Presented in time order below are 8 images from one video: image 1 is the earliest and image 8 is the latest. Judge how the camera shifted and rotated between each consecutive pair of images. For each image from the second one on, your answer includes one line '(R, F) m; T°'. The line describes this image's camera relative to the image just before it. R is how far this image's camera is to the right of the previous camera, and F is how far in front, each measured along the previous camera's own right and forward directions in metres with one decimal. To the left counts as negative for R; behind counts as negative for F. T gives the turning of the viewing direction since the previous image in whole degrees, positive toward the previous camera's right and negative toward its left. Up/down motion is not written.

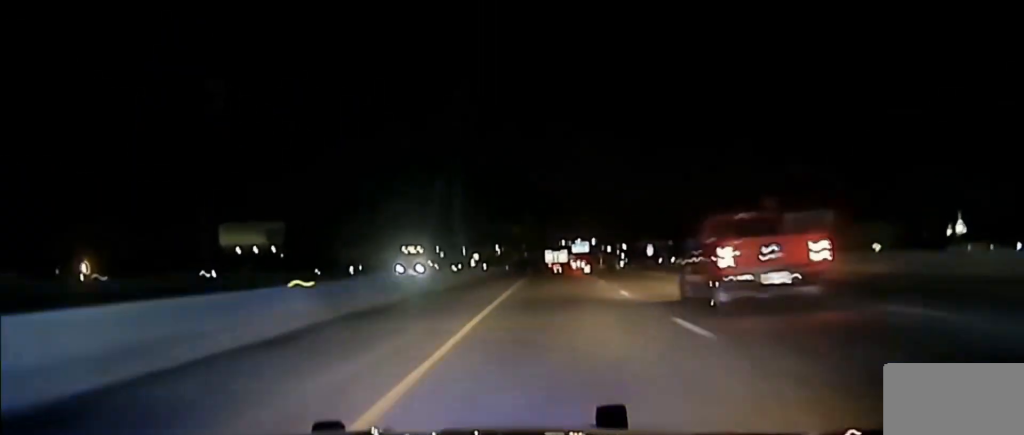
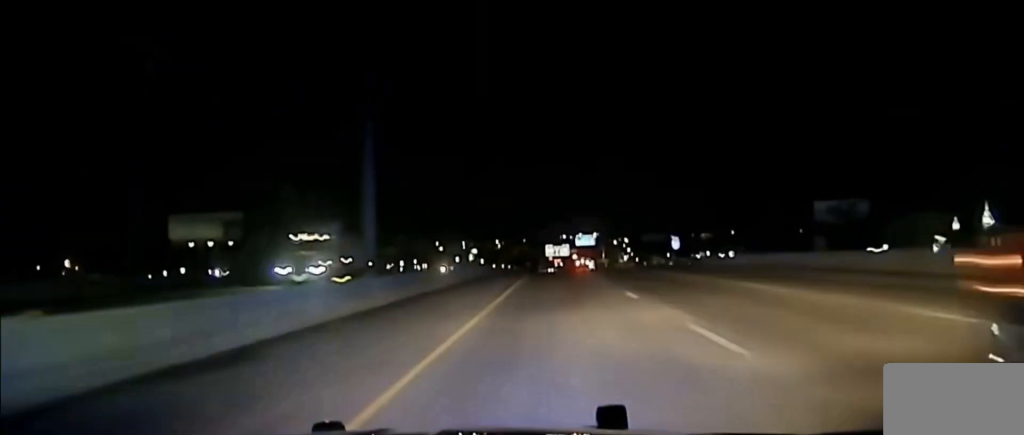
(0.0, +26.4) m; 0°
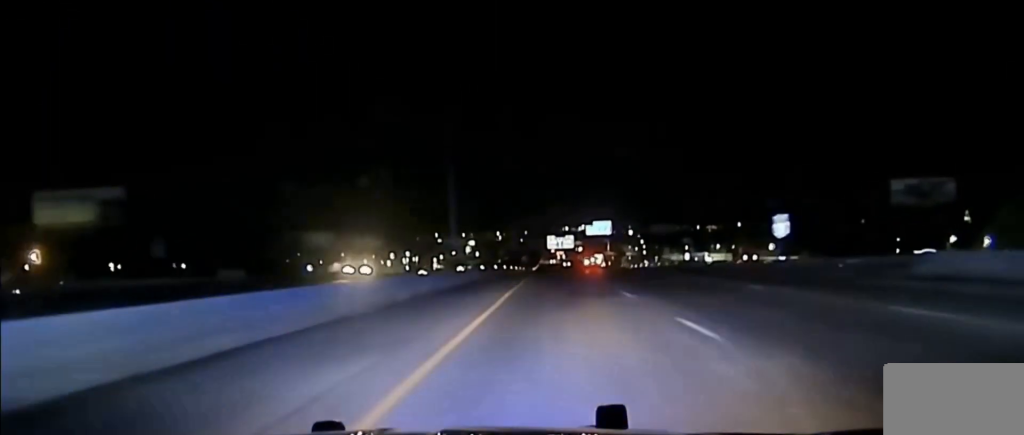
(0.0, +44.9) m; 0°
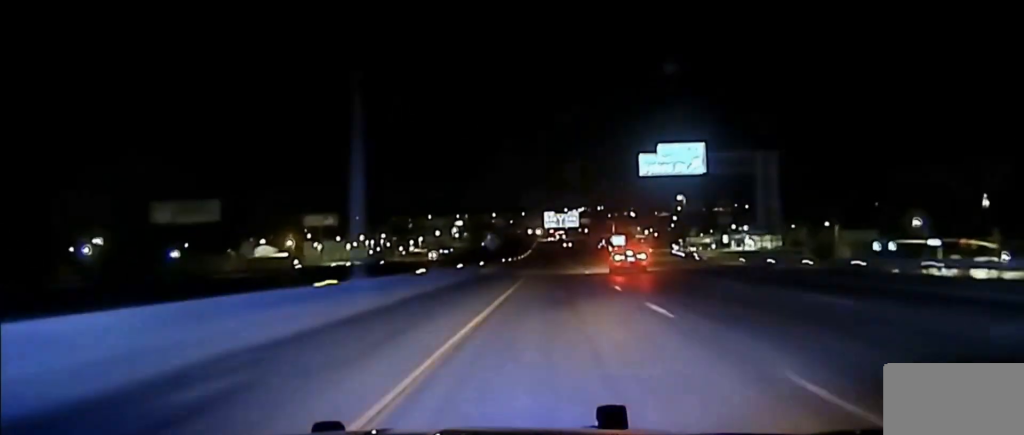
(-0.7, +86.2) m; 0°
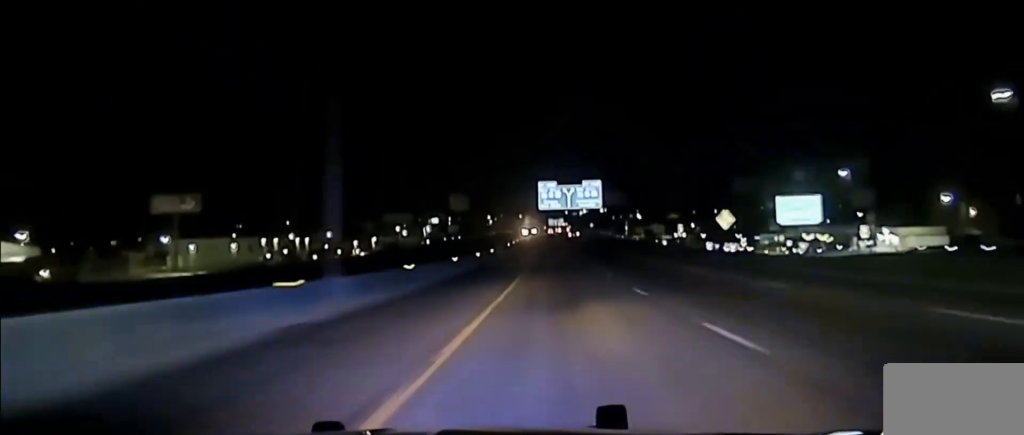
(+0.8, +140.8) m; 0°
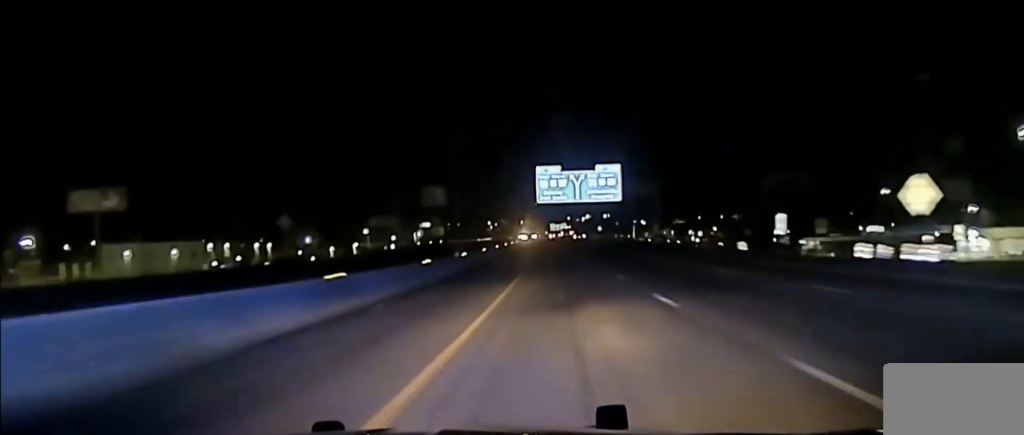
(0.0, +48.5) m; 0°
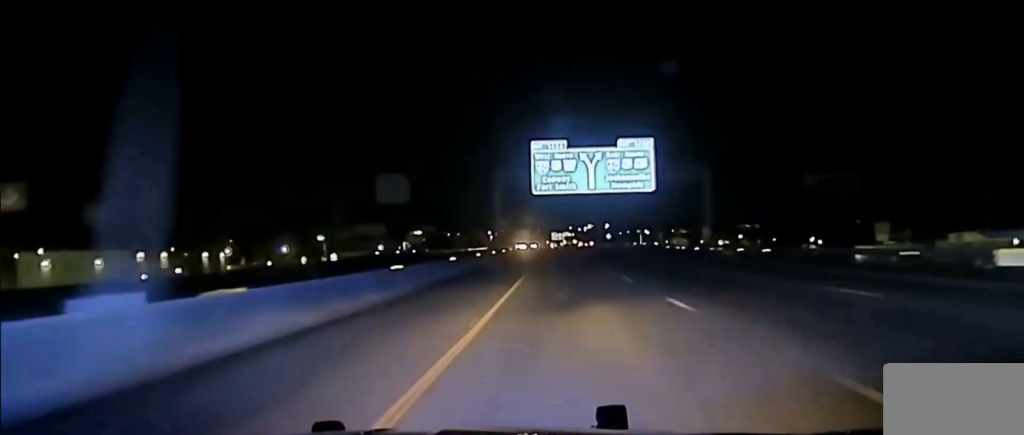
(0.0, +43.1) m; 0°
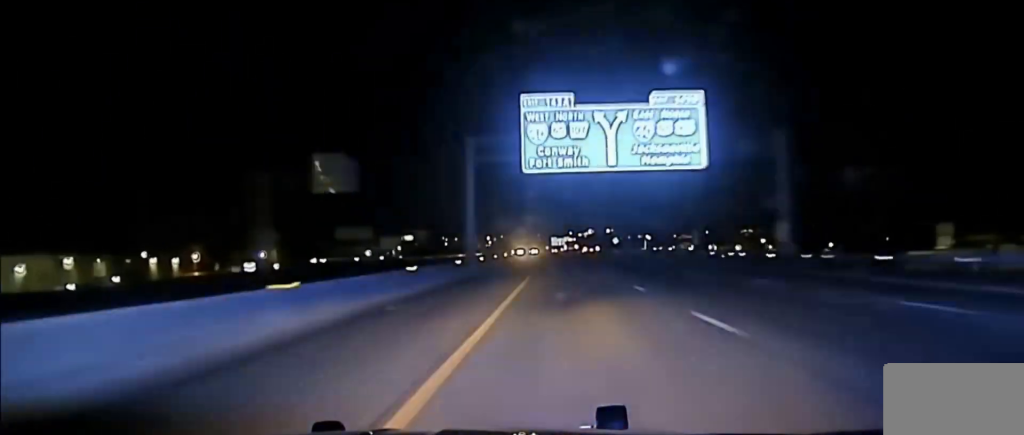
(0.0, +30.0) m; 0°
